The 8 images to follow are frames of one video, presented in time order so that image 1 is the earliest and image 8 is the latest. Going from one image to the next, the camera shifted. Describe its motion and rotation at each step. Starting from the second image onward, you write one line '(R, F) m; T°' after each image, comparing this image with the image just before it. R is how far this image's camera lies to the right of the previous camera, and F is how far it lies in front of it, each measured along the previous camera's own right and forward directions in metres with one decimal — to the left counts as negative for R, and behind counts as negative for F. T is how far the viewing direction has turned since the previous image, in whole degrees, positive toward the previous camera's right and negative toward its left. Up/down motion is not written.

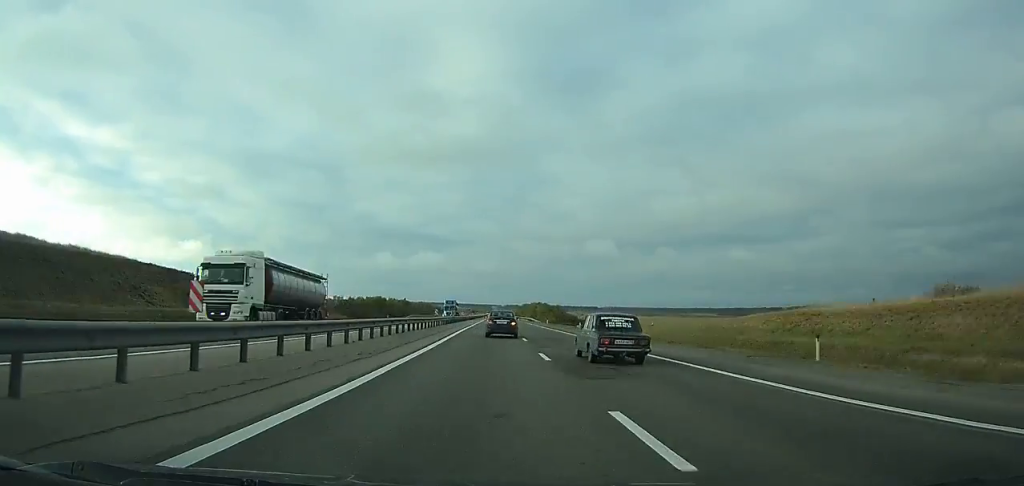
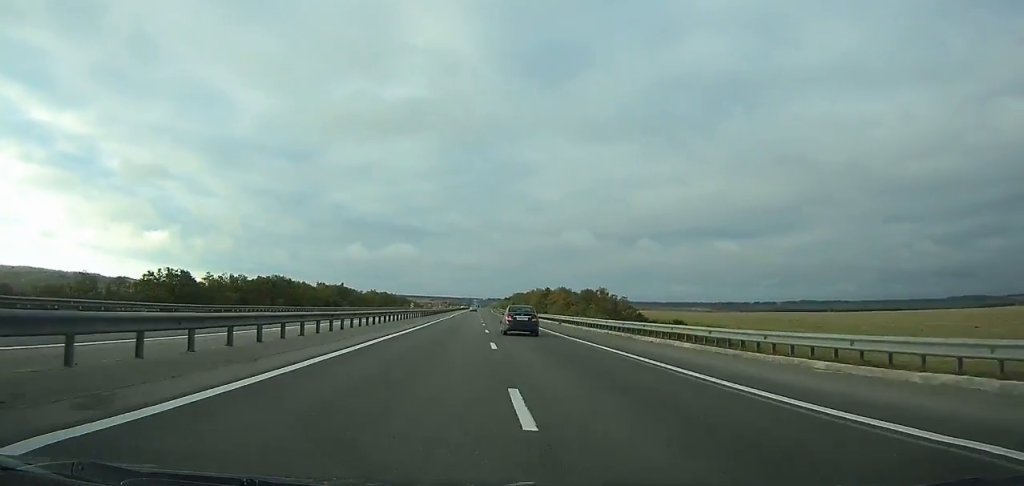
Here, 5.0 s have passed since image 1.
(+1.9, +158.2) m; +1°
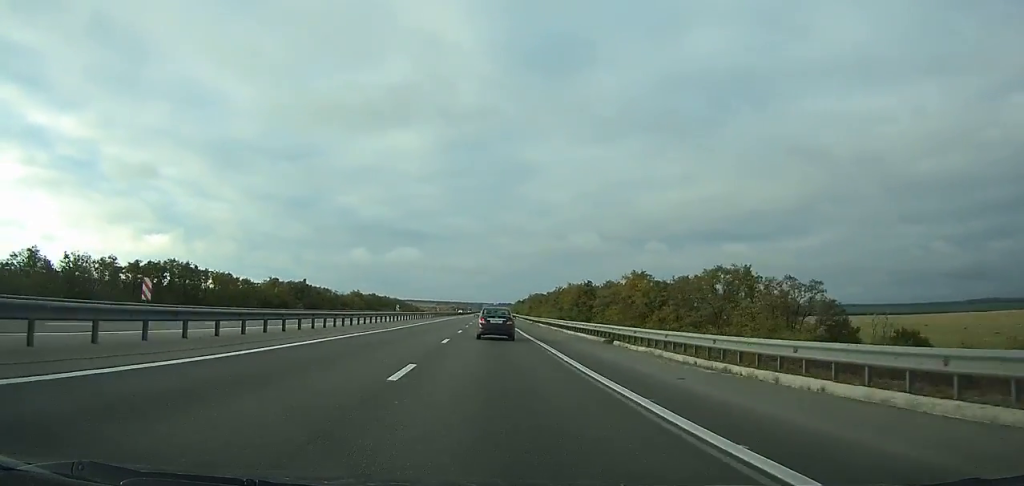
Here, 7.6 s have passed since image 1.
(+0.3, +81.9) m; 0°
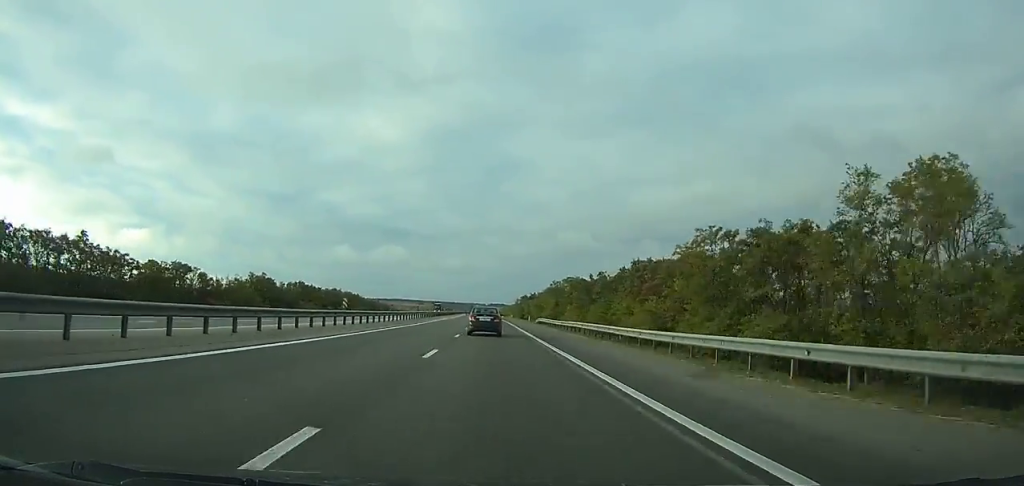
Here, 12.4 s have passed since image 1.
(-0.6, +146.1) m; 0°
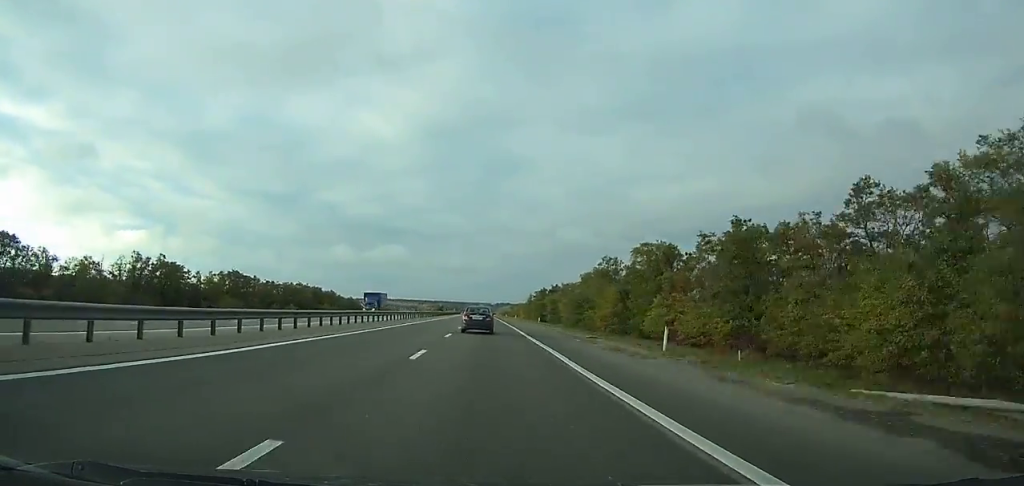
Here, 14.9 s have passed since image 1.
(+0.3, +74.0) m; 0°
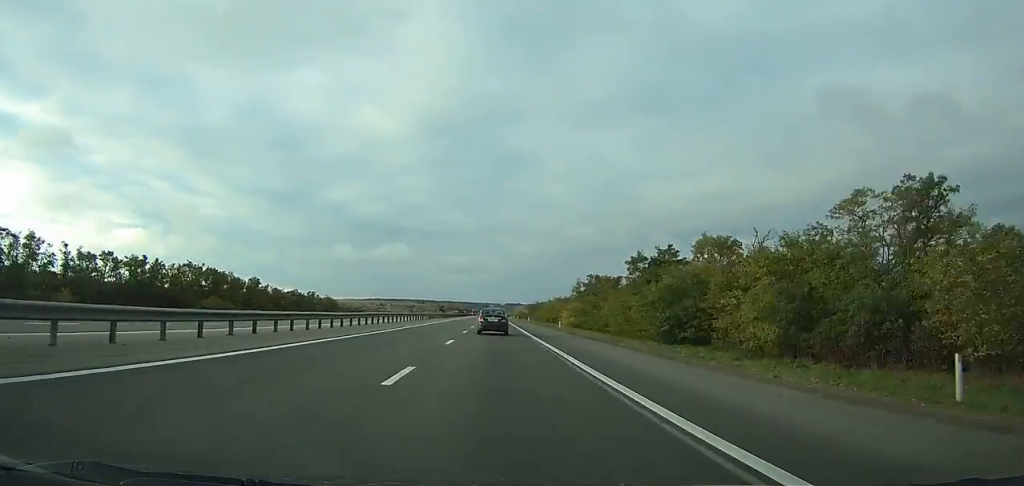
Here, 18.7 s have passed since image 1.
(-1.3, +112.4) m; -1°
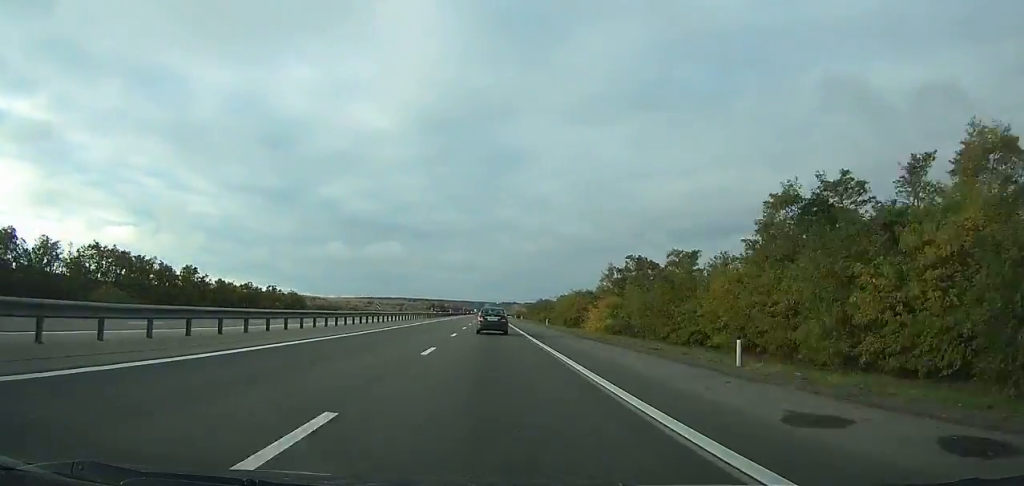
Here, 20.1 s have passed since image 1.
(0.0, +41.5) m; 0°
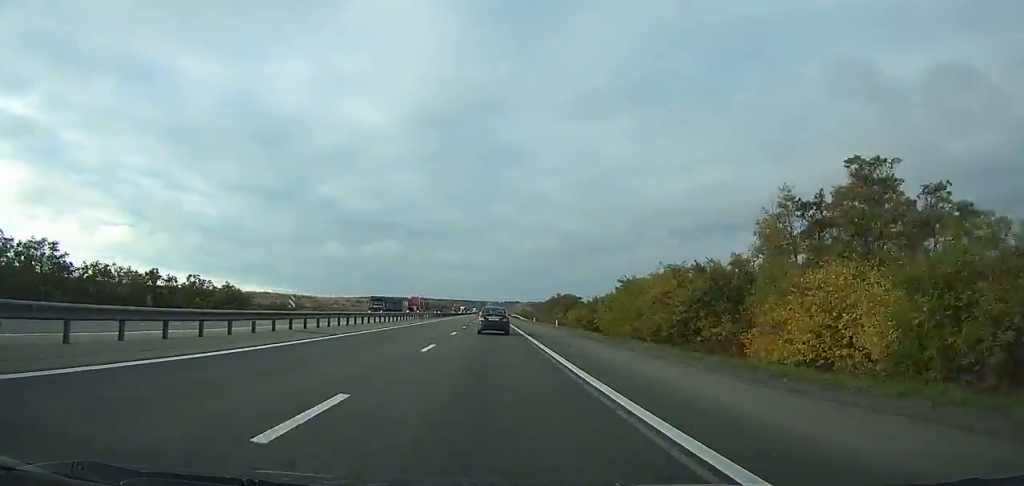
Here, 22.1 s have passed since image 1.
(+0.1, +59.3) m; 0°
